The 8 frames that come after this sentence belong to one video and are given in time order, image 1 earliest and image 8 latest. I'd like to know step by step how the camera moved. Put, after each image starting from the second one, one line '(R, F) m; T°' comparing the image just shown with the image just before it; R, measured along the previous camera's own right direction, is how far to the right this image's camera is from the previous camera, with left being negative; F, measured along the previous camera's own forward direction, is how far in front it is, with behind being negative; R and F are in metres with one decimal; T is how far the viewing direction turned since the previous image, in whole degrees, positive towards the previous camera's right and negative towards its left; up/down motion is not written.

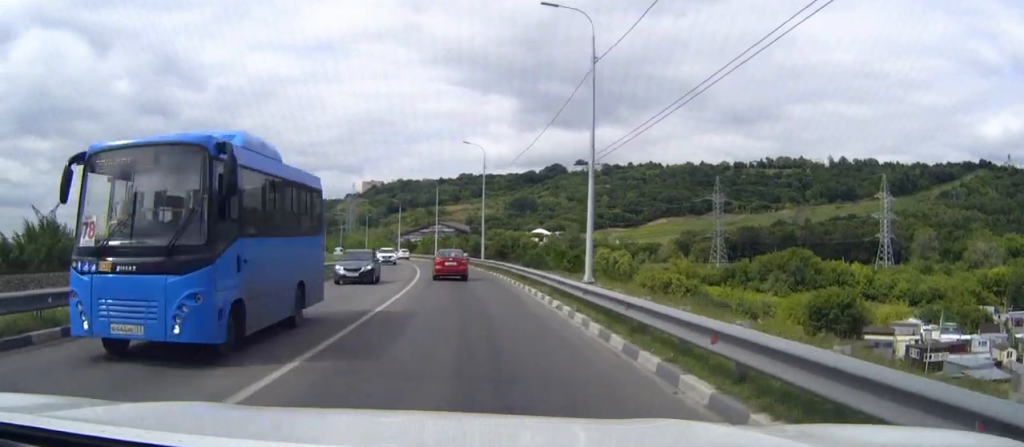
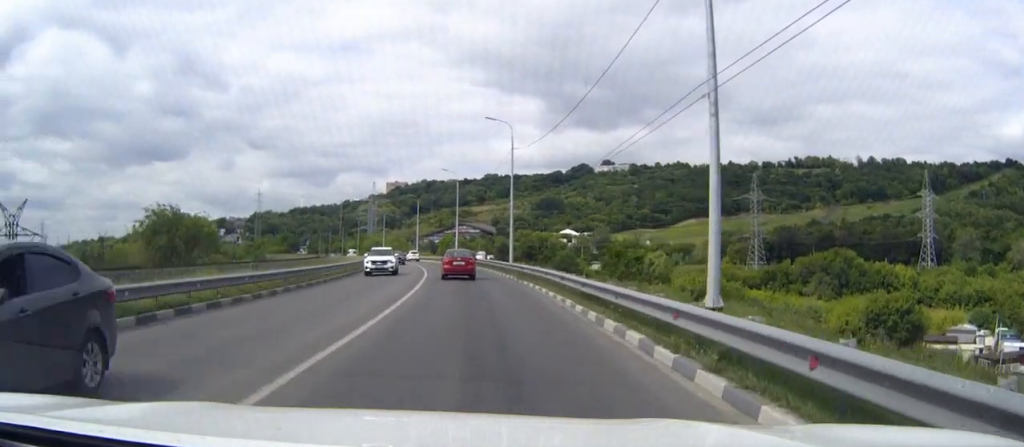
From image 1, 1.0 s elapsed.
(-0.2, +13.7) m; -2°
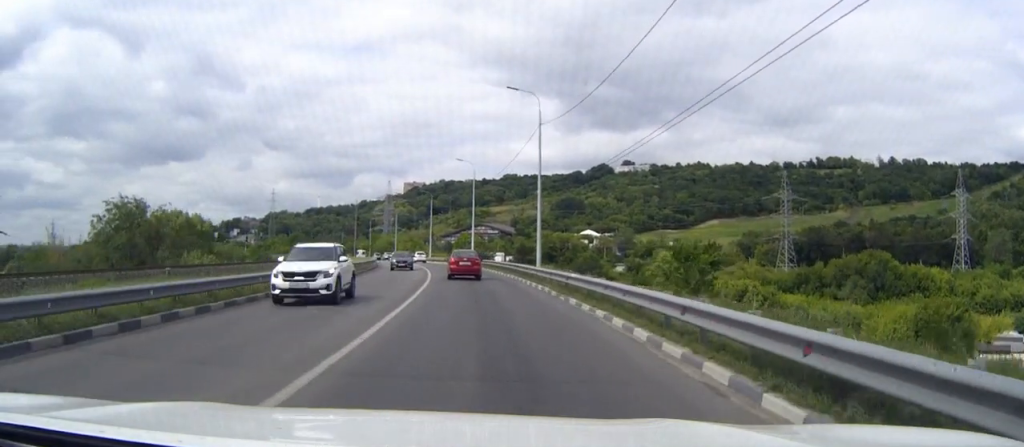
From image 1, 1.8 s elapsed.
(-0.2, +11.3) m; -1°
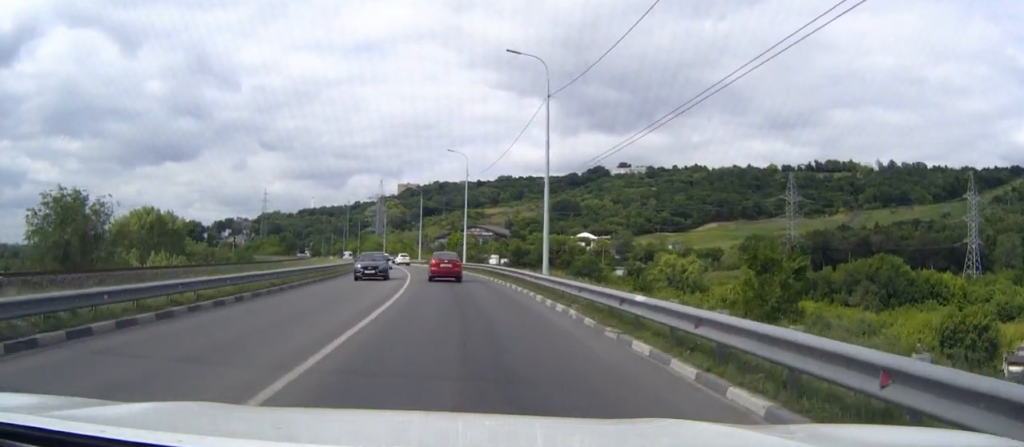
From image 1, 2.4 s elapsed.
(-0.1, +9.4) m; -1°
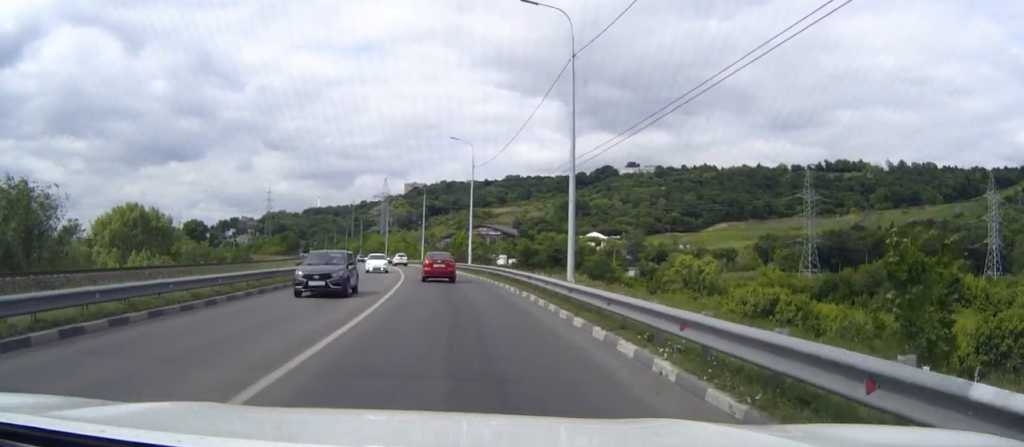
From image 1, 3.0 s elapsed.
(-0.1, +8.0) m; -1°
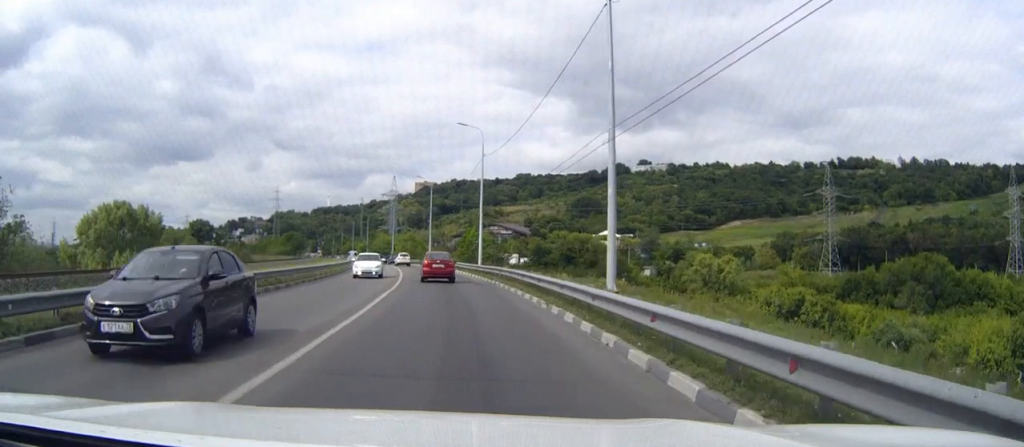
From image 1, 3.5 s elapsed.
(0.0, +7.0) m; -1°
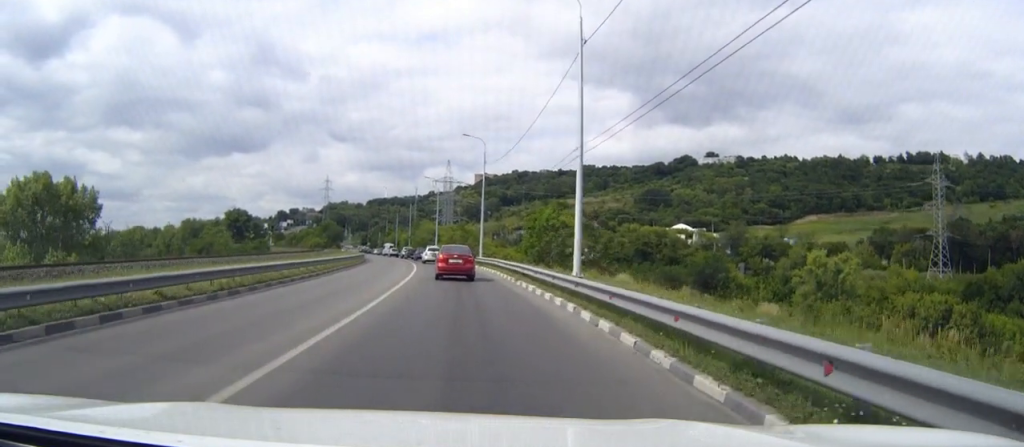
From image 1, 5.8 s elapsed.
(-0.7, +32.0) m; -2°
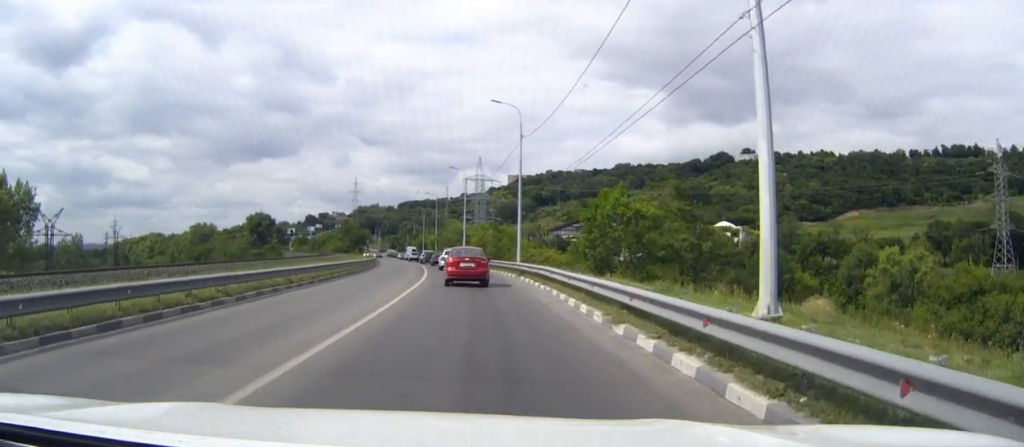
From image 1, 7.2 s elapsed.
(-0.5, +17.2) m; -4°
